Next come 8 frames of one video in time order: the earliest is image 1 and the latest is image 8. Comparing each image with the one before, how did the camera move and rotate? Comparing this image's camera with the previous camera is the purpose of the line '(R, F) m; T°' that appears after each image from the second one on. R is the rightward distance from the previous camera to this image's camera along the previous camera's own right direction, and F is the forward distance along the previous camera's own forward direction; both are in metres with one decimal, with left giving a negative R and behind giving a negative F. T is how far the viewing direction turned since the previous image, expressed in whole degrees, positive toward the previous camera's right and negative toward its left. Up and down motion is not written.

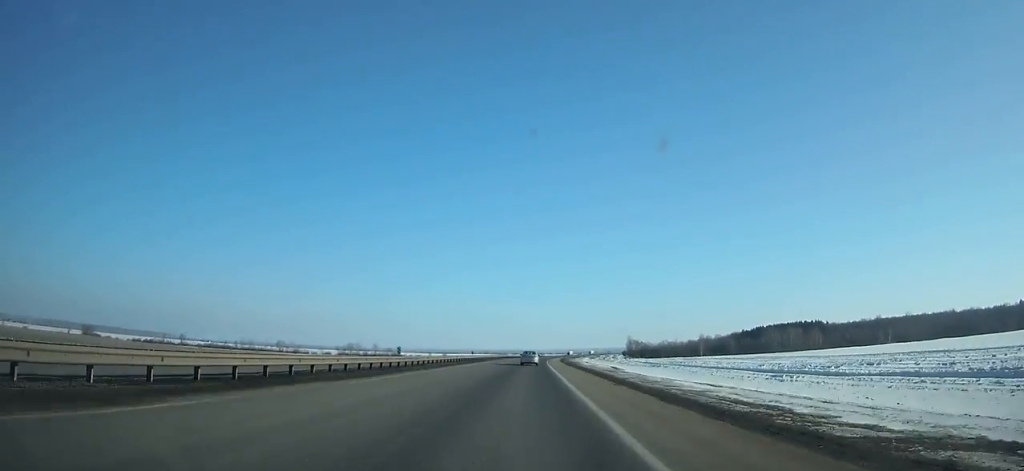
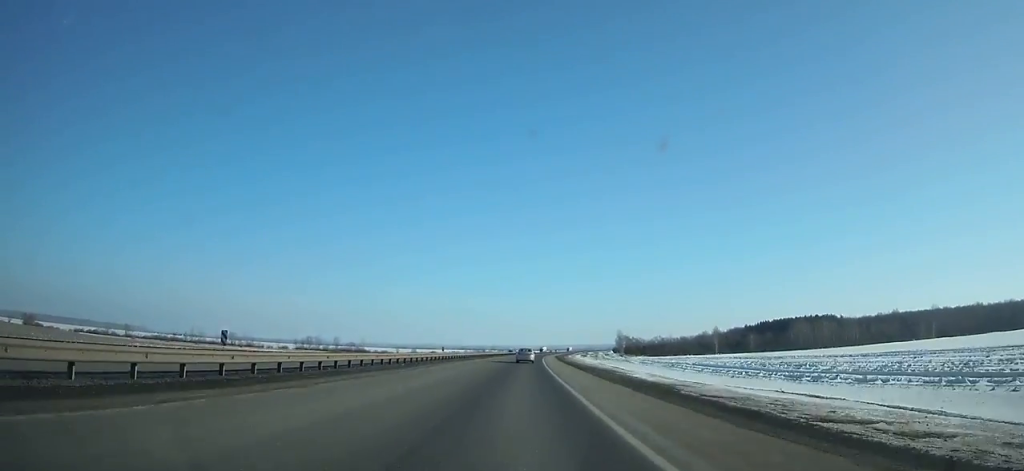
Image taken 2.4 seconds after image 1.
(+1.0, +59.4) m; +1°
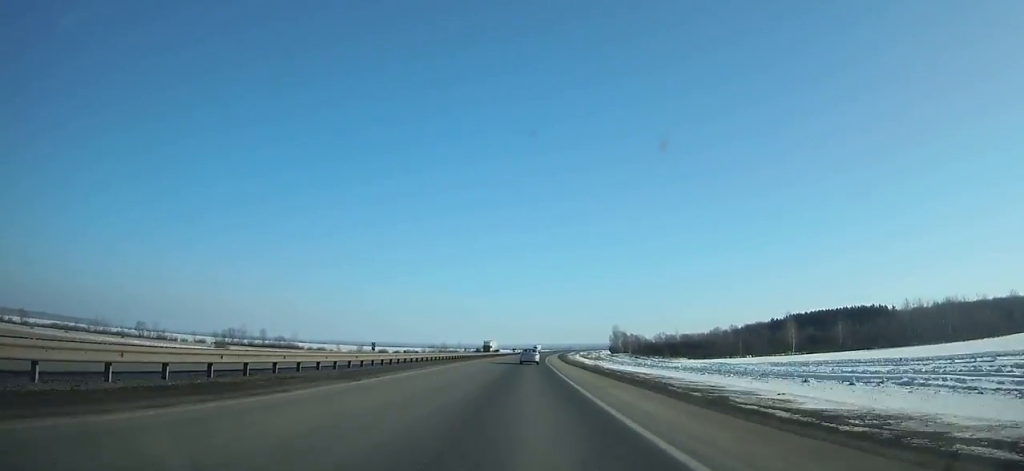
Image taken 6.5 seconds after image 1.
(+2.2, +103.7) m; +3°
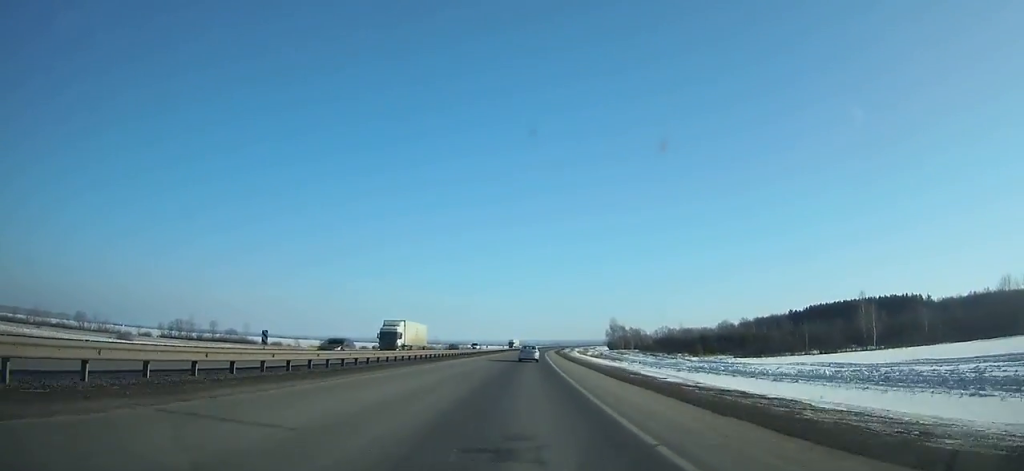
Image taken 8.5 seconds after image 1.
(+0.6, +51.2) m; +1°
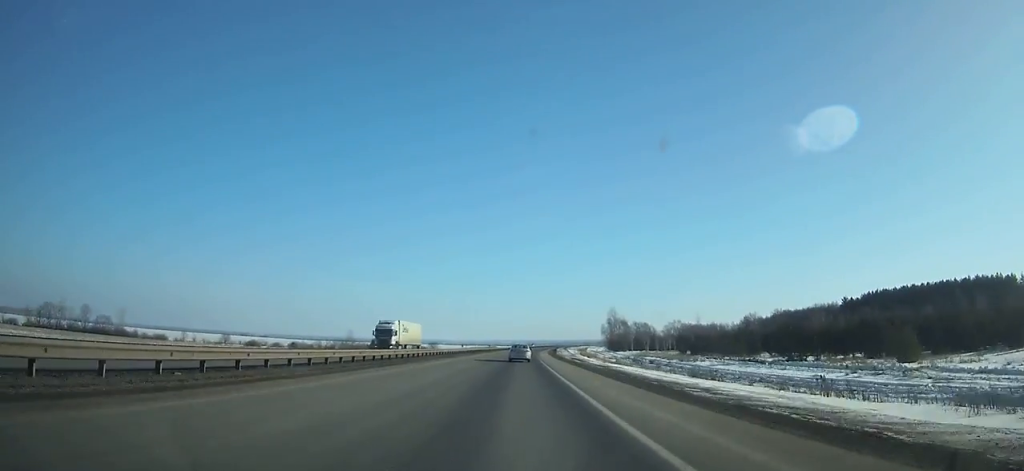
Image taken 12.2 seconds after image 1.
(+1.7, +94.7) m; +2°
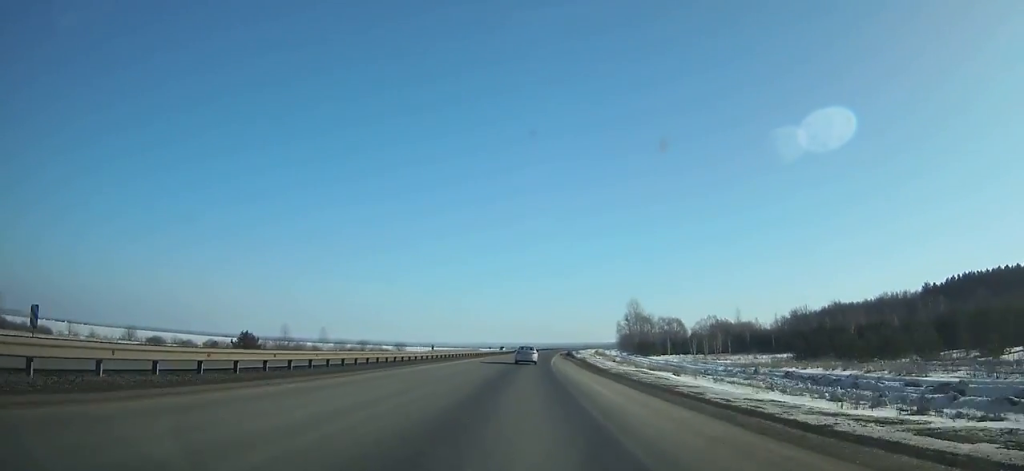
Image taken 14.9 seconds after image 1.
(+0.5, +68.6) m; +2°
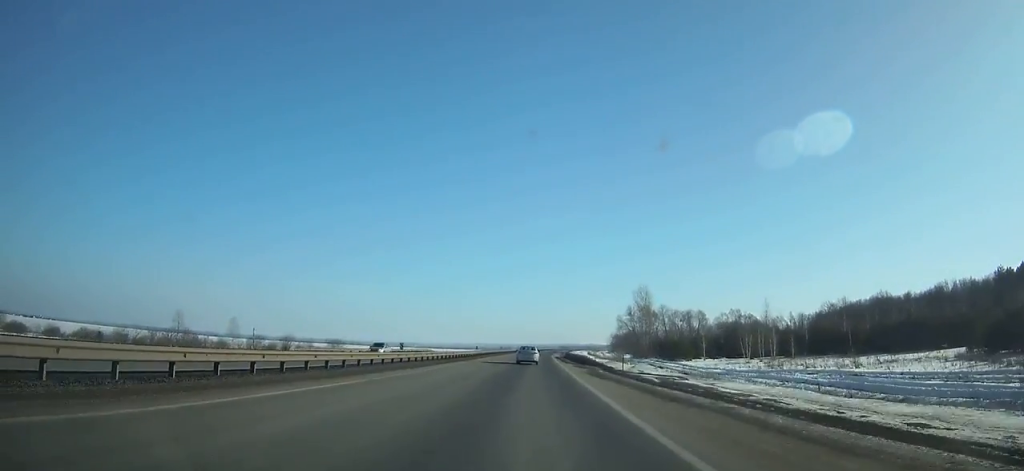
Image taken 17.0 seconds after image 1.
(+1.1, +52.9) m; +2°
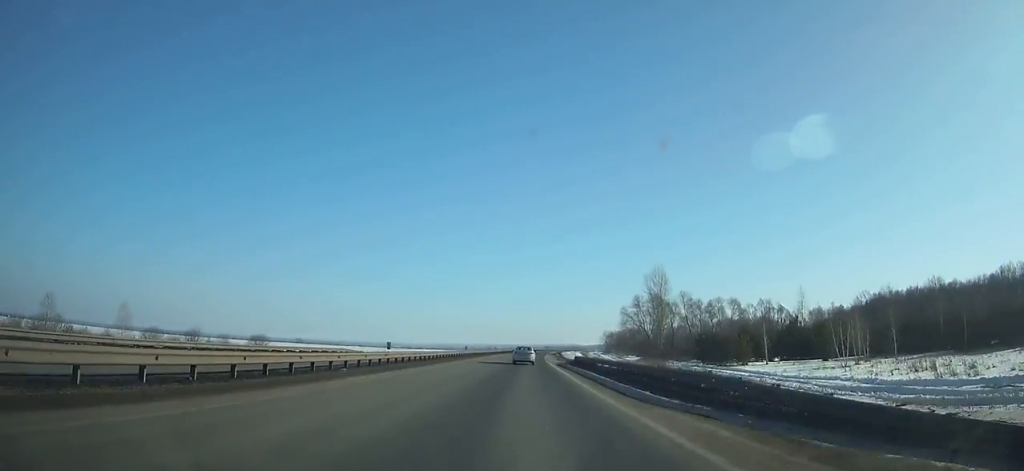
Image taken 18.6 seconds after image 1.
(+0.4, +40.2) m; +1°
